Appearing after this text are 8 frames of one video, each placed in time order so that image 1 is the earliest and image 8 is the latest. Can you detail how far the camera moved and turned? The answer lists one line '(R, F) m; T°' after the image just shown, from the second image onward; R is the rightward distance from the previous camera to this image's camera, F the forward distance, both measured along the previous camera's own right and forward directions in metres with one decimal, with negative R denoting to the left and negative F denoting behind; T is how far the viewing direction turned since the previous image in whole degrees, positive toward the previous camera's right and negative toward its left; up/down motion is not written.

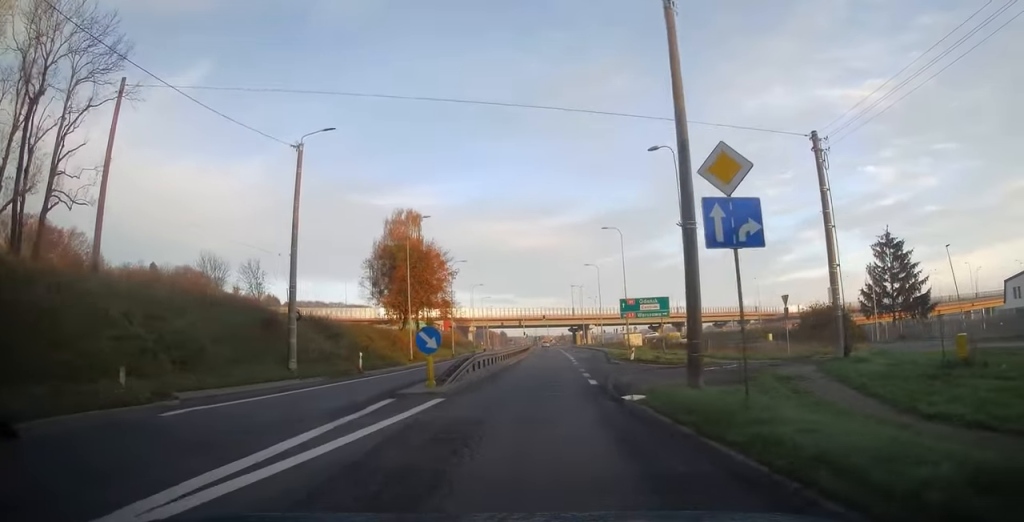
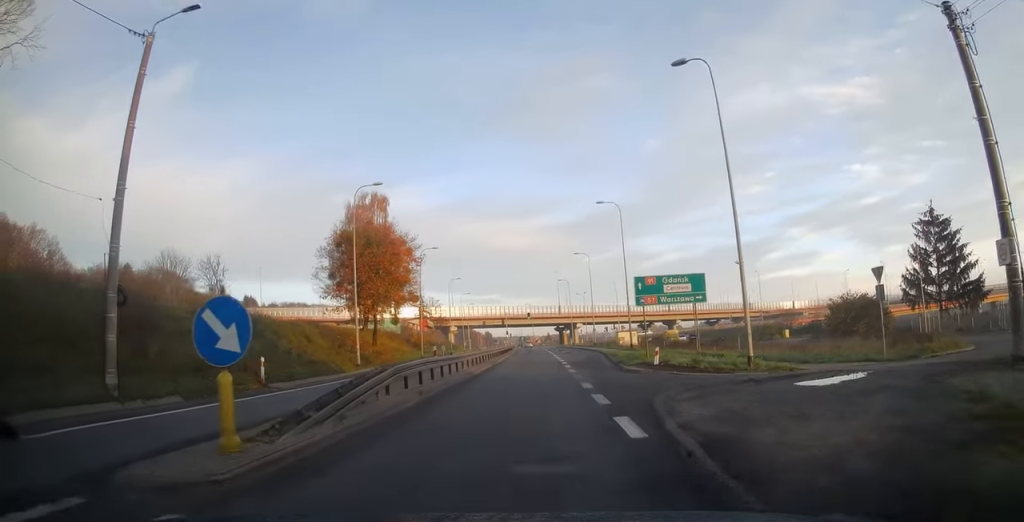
(0.0, +11.1) m; +1°
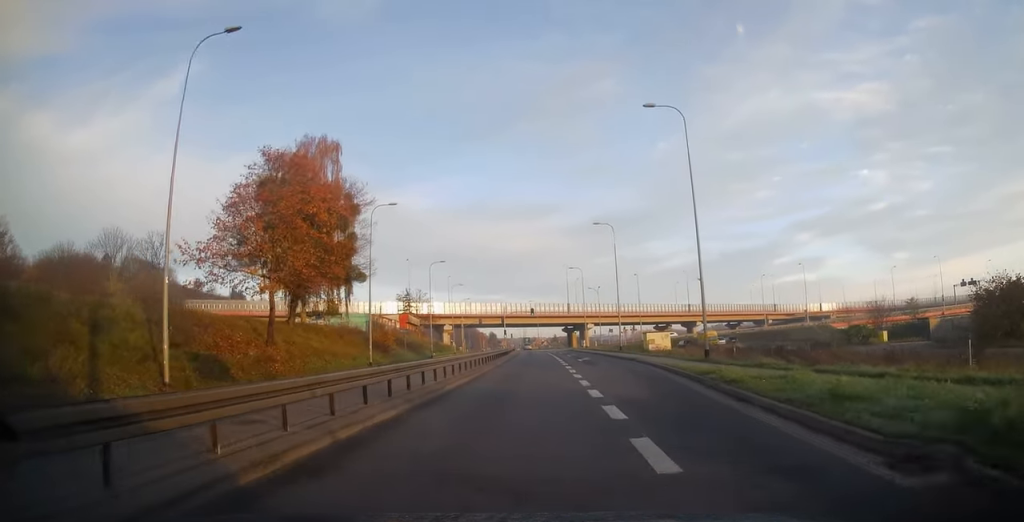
(+0.2, +22.1) m; 0°
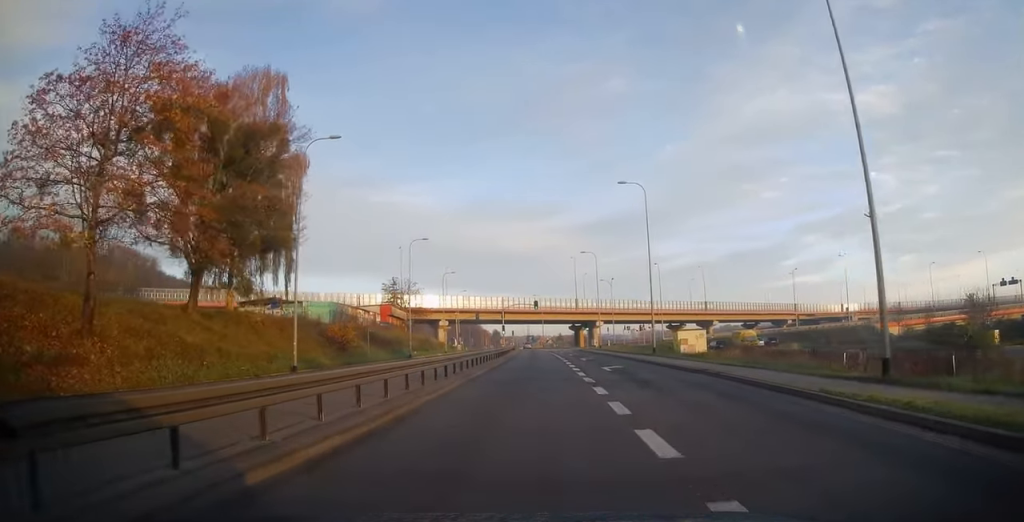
(-0.1, +15.1) m; -1°
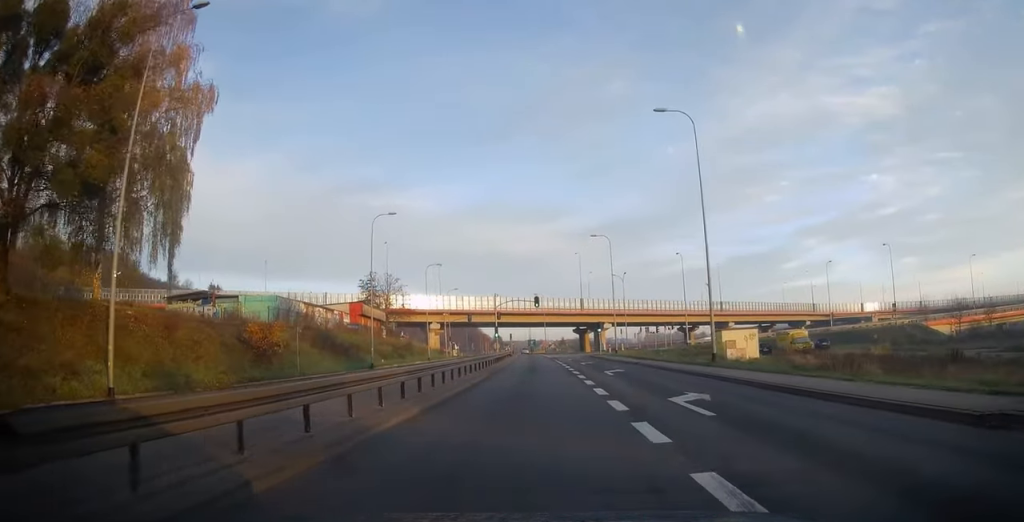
(-0.1, +14.8) m; 0°
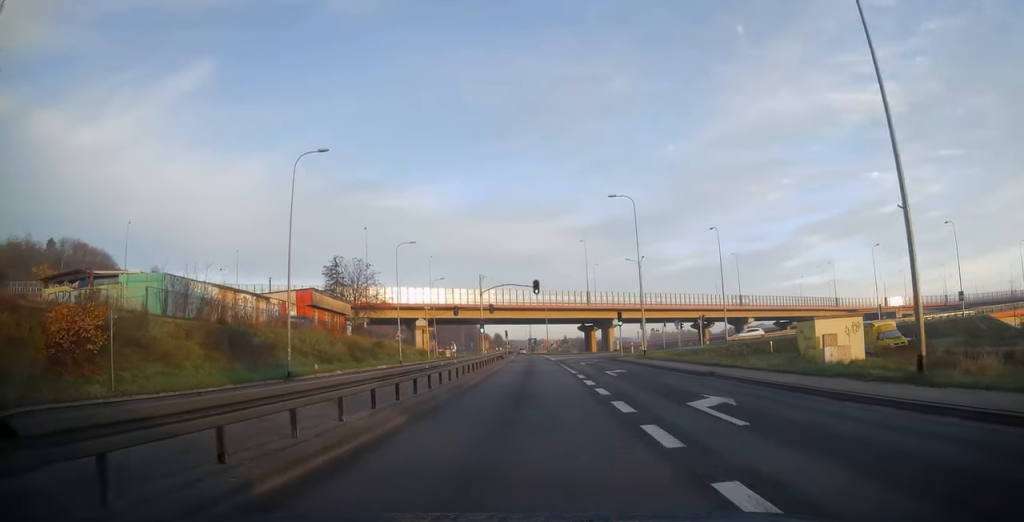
(0.0, +16.5) m; 0°
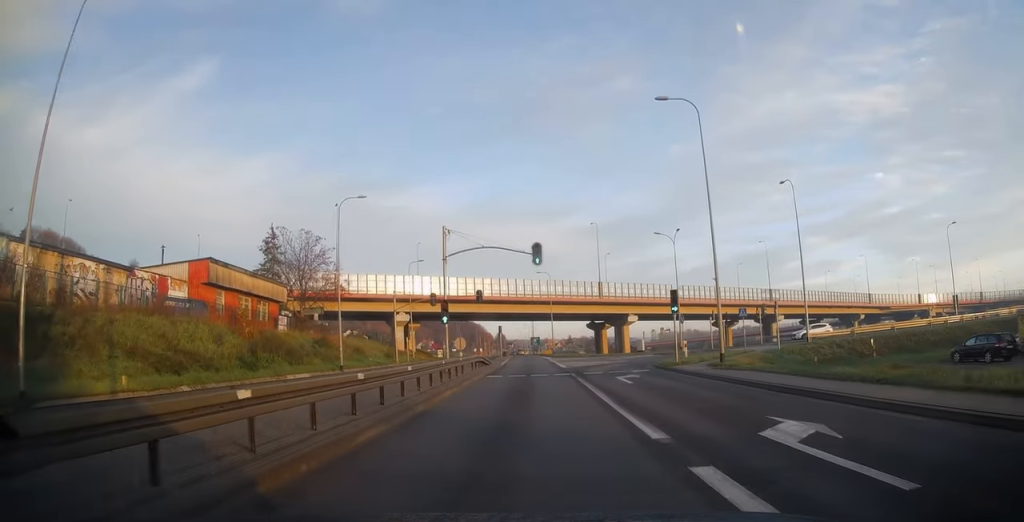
(0.0, +19.3) m; 0°
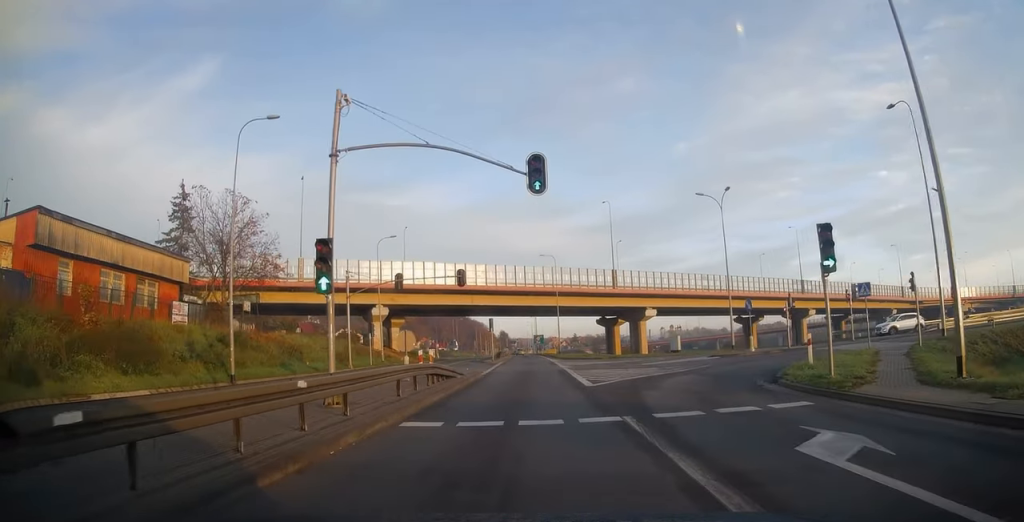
(-0.1, +16.2) m; -1°
